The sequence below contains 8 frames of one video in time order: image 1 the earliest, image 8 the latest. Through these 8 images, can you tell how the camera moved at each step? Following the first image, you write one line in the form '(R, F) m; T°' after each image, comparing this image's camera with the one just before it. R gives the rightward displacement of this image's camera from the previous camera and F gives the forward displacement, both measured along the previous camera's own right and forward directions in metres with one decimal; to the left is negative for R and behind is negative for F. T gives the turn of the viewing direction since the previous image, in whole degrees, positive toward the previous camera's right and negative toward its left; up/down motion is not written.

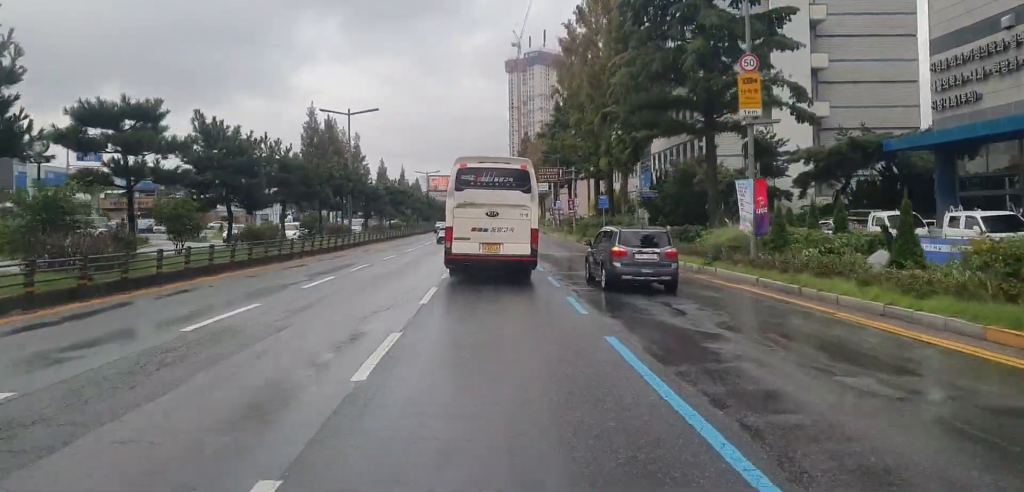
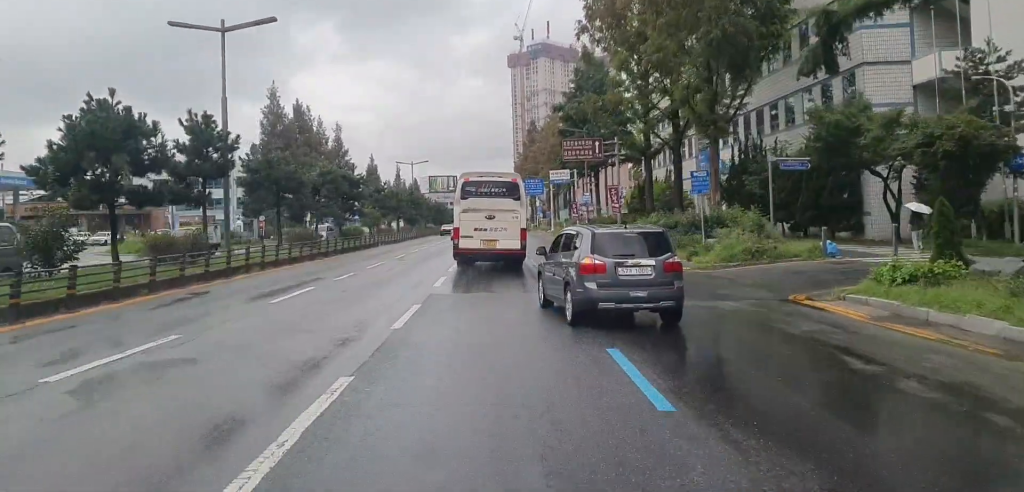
(+0.7, +25.9) m; +2°
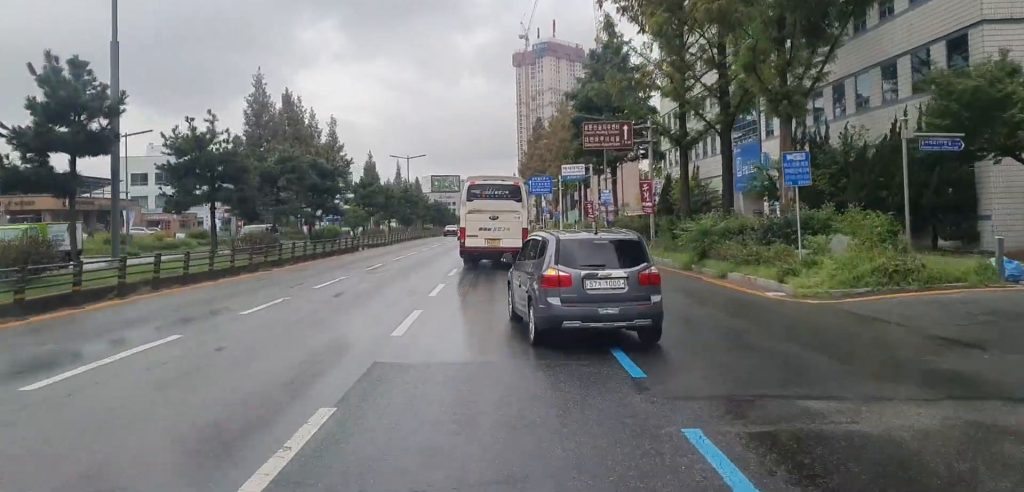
(+0.1, +9.2) m; 0°
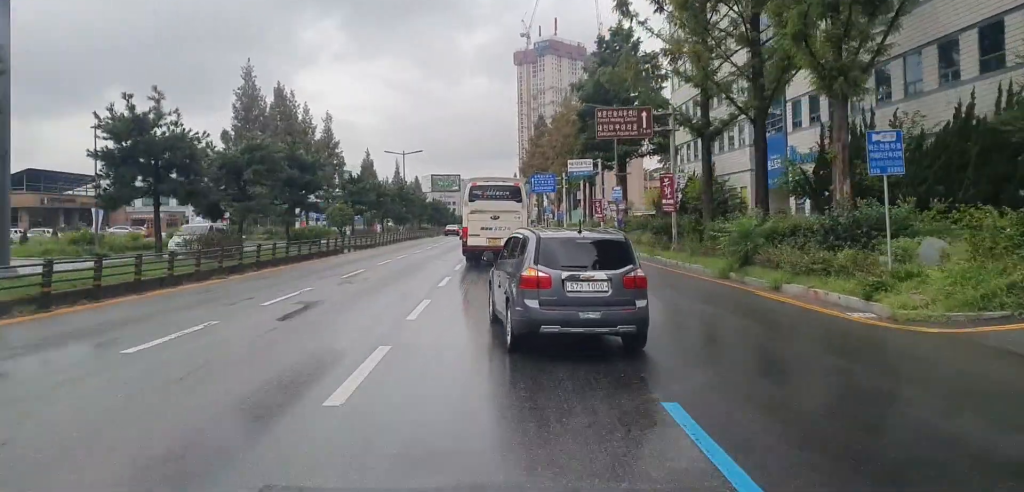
(+0.1, +4.8) m; 0°
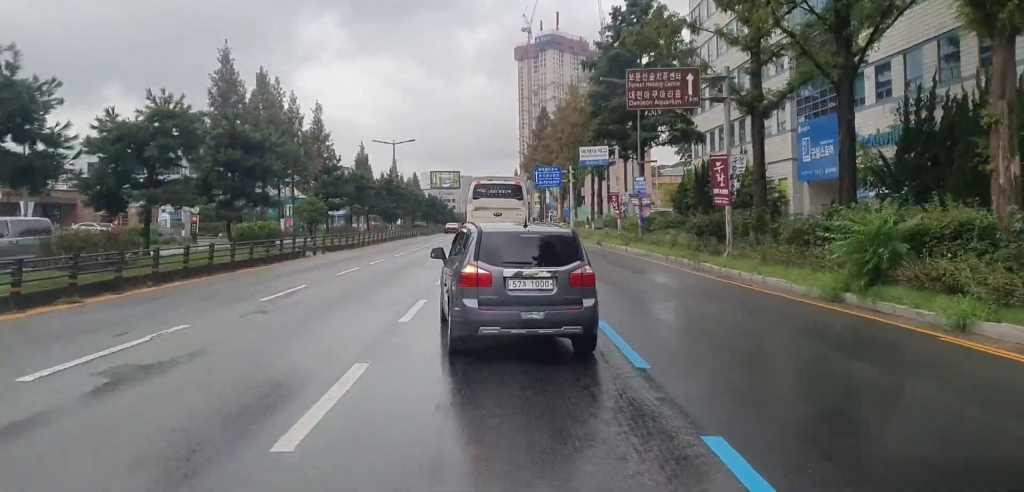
(-0.2, +8.4) m; -1°
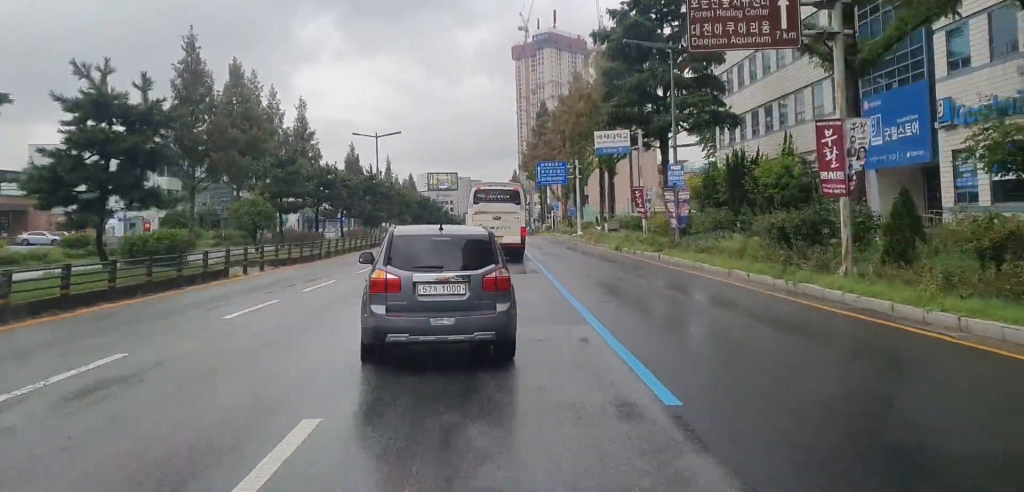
(0.0, +9.6) m; 0°
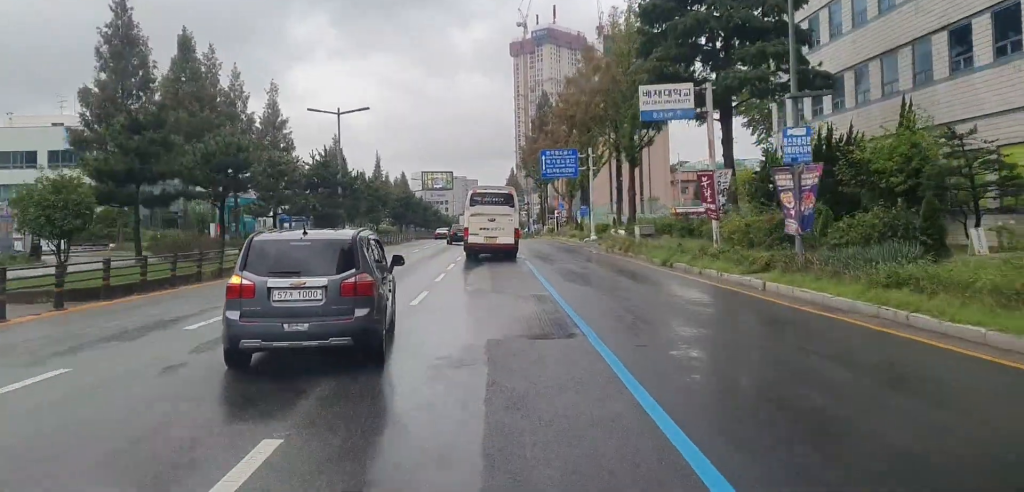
(0.0, +14.6) m; -1°
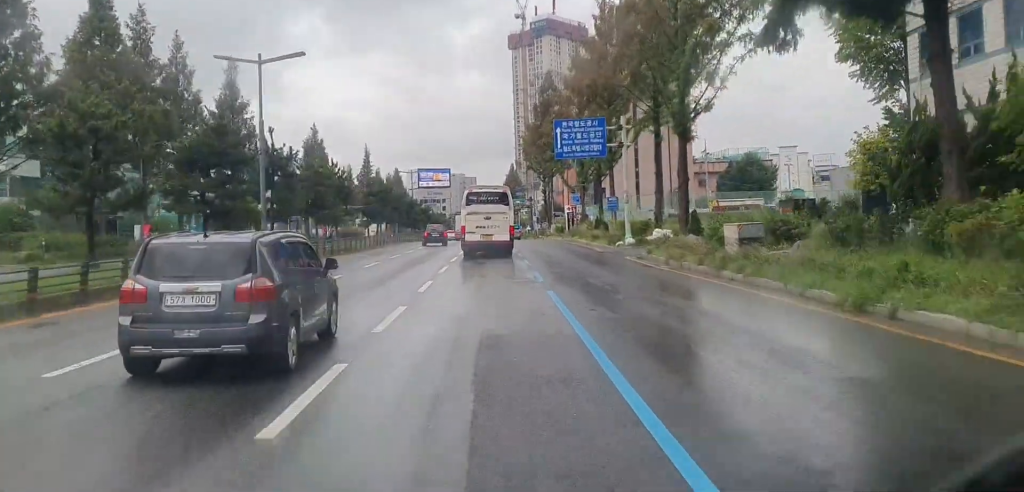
(-0.5, +17.2) m; -1°
